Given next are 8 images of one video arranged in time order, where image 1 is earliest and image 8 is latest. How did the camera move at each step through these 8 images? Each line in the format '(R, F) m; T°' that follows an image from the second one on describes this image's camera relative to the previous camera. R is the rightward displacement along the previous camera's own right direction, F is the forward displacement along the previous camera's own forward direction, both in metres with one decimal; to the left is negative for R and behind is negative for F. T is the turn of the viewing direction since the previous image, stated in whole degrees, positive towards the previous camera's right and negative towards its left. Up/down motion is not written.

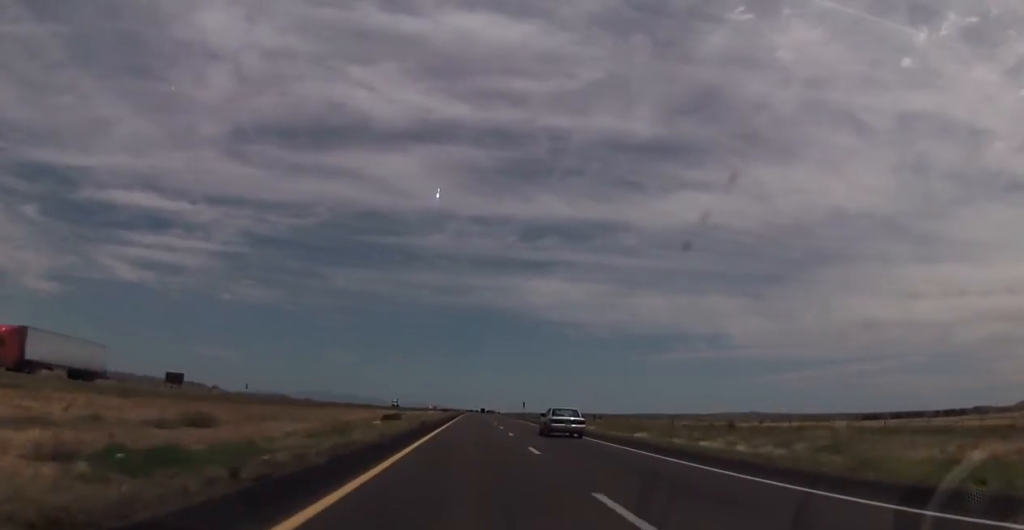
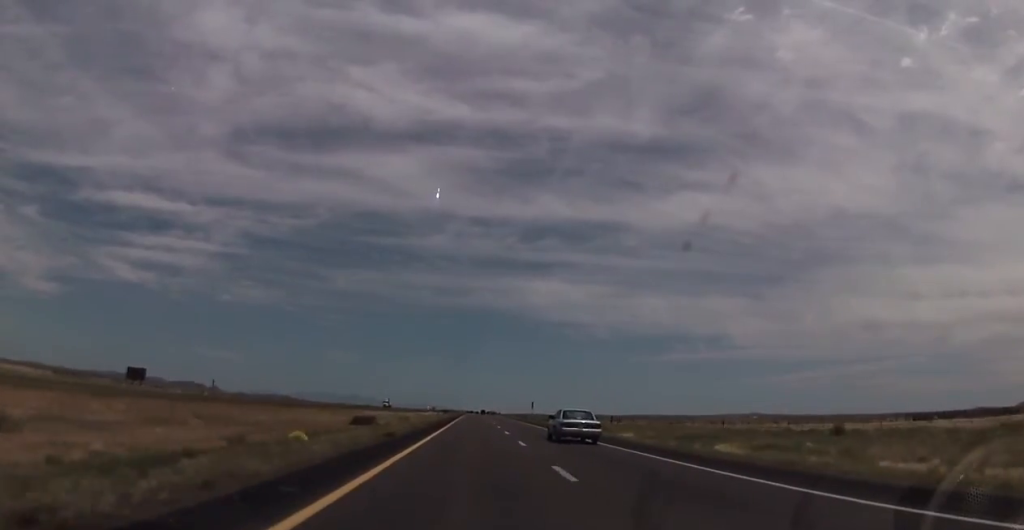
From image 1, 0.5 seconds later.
(0.0, +19.2) m; 0°
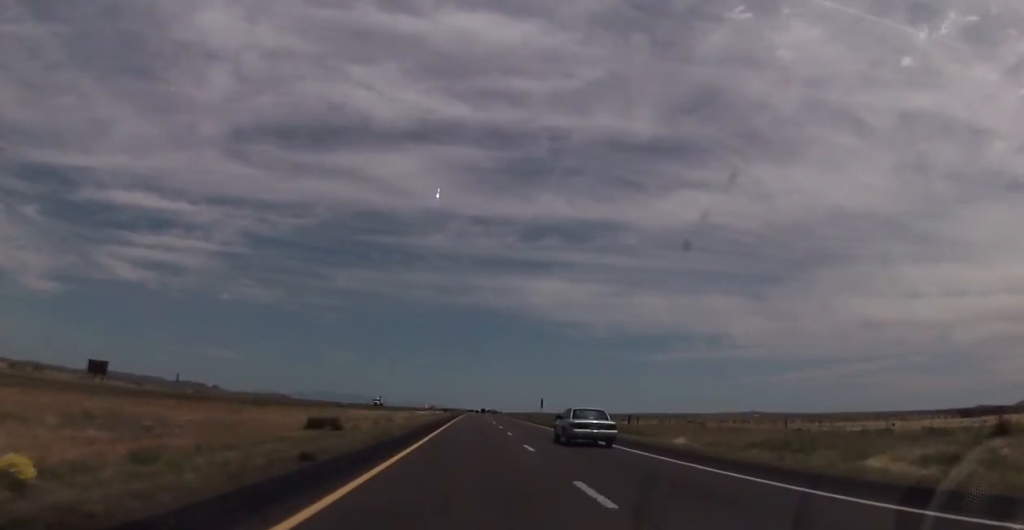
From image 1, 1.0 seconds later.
(0.0, +15.6) m; 0°
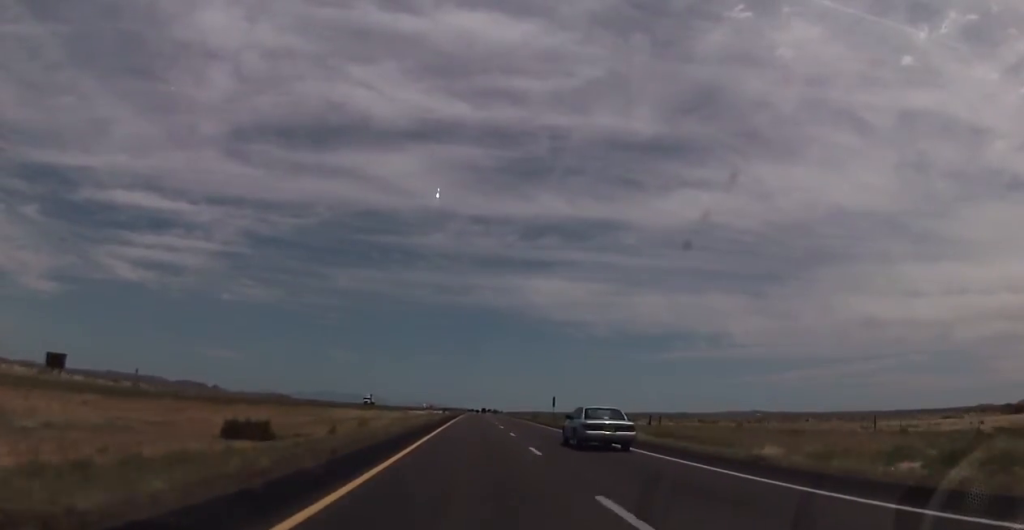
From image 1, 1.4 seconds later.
(0.0, +14.4) m; 0°
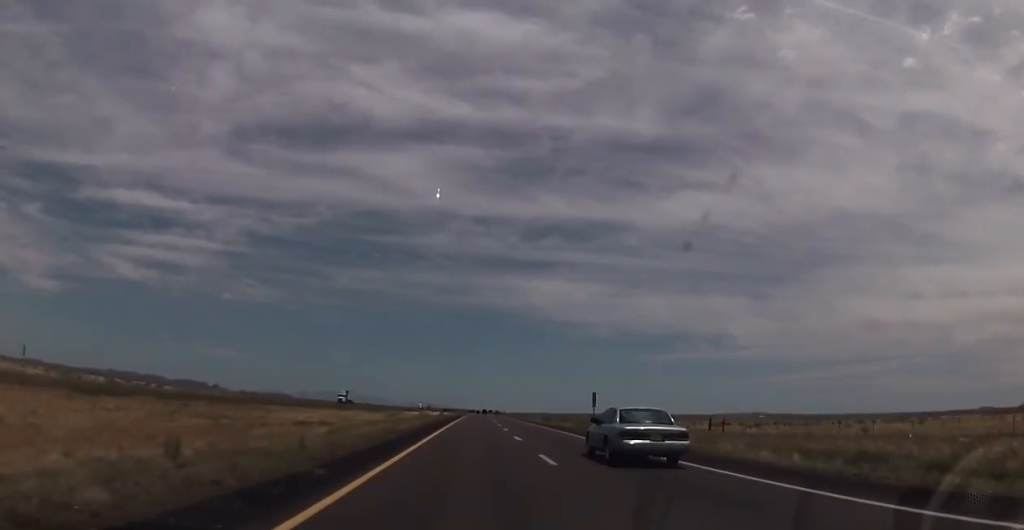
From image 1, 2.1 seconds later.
(0.0, +27.7) m; 0°
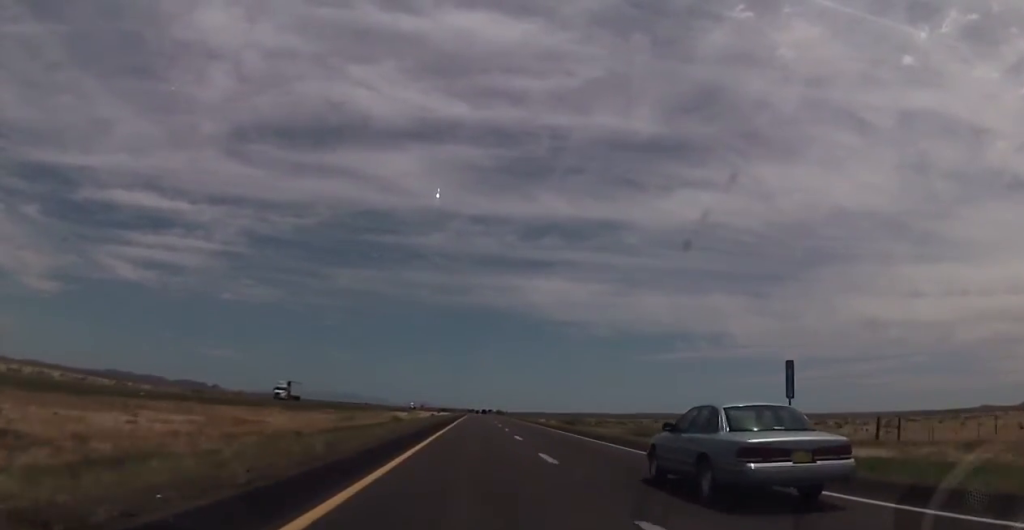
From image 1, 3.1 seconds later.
(-0.1, +36.0) m; -1°
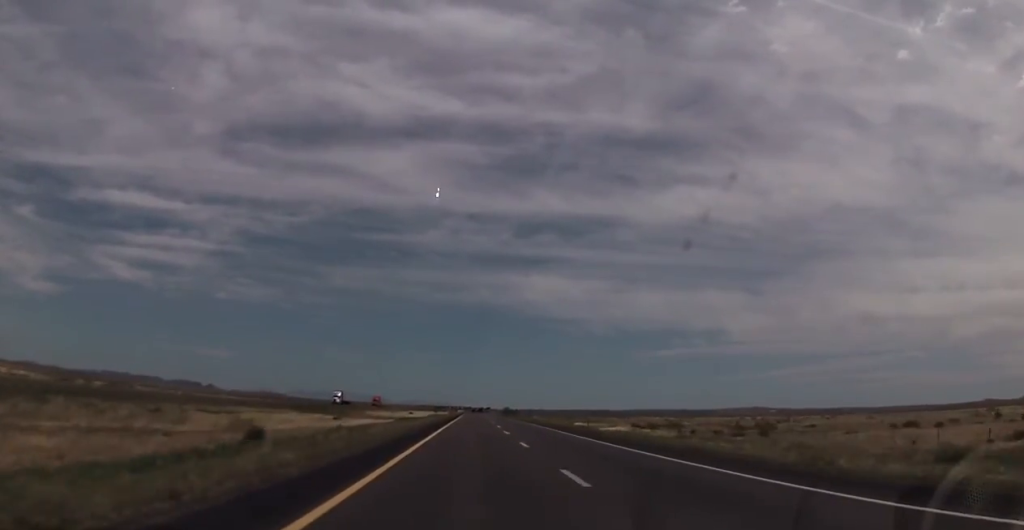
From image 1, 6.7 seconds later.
(+1.0, +128.6) m; +1°
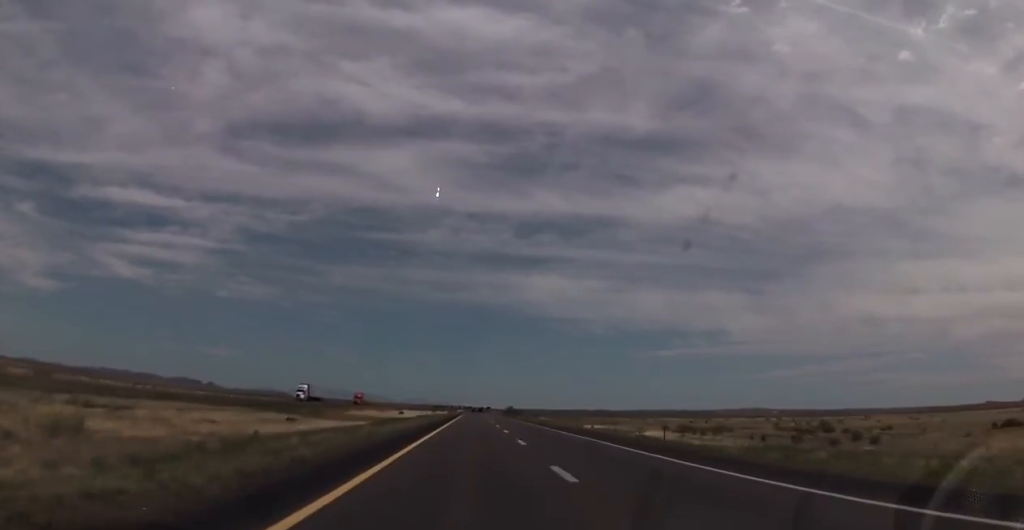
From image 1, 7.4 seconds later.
(0.0, +24.1) m; 0°
